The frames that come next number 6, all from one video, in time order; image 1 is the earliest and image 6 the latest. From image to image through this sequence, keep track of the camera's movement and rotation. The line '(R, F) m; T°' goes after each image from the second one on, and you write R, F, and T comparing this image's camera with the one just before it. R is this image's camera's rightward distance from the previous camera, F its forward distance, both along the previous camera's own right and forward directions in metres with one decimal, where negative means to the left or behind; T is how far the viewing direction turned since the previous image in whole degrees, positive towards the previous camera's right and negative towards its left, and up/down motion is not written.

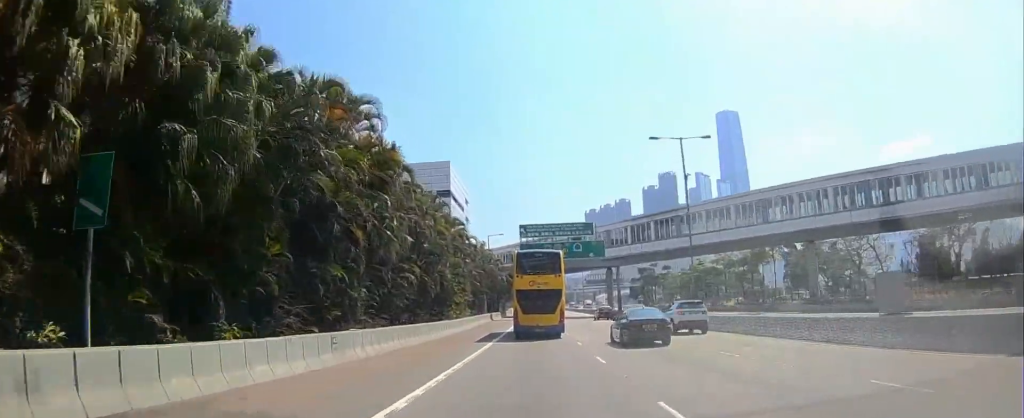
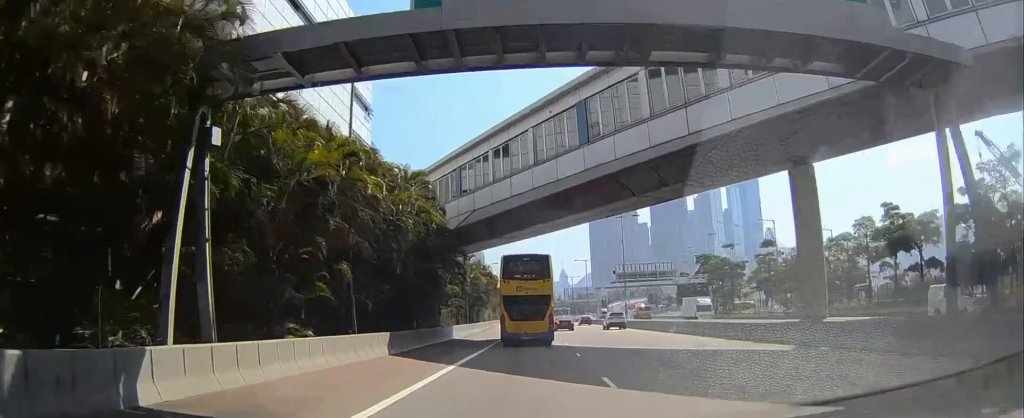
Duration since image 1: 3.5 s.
(+2.1, +75.5) m; +2°
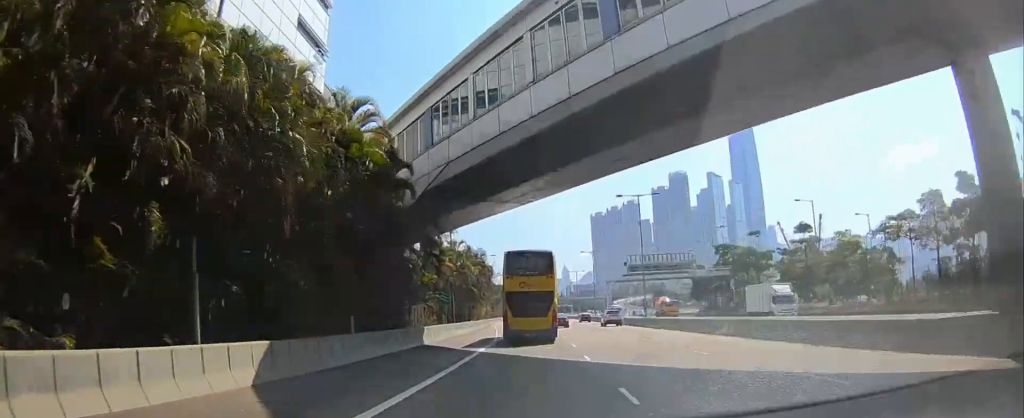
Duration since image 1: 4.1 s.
(+0.1, +11.3) m; -1°
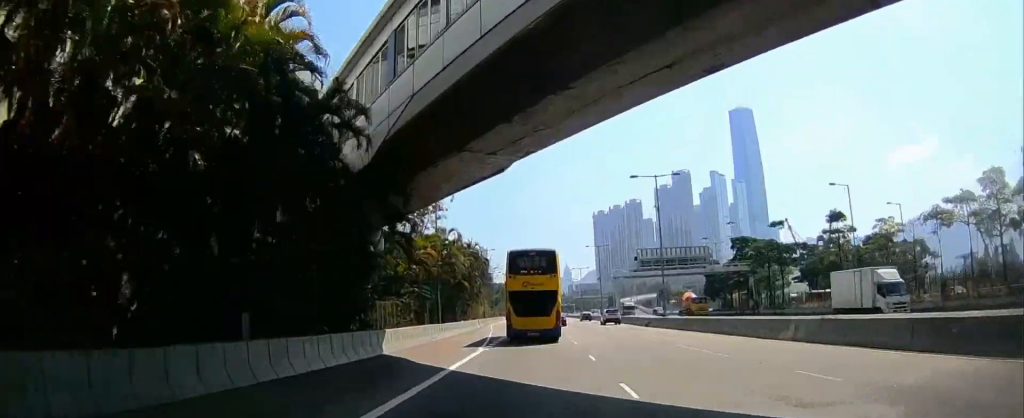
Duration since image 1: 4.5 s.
(-0.1, +8.5) m; -1°
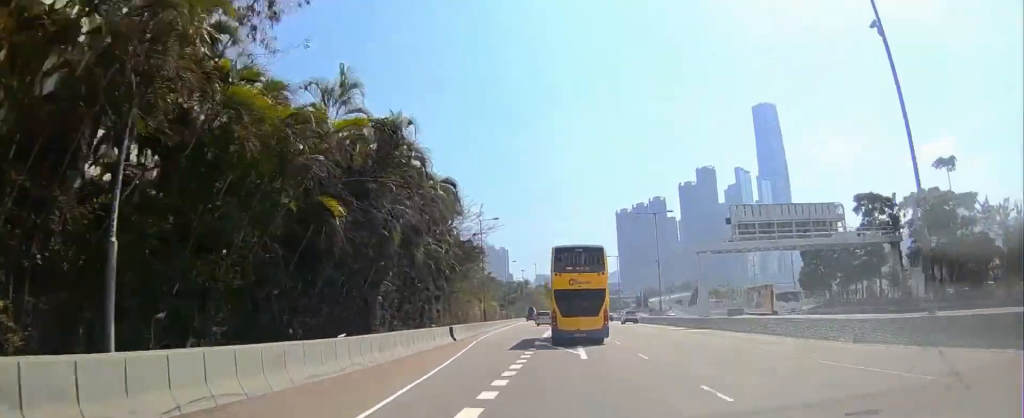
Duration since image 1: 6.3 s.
(-0.9, +33.8) m; -3°
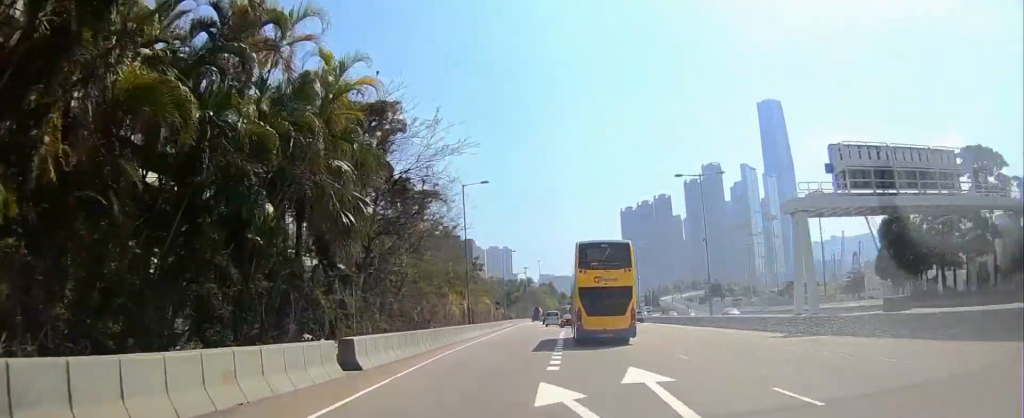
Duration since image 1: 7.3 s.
(-0.2, +18.1) m; 0°
